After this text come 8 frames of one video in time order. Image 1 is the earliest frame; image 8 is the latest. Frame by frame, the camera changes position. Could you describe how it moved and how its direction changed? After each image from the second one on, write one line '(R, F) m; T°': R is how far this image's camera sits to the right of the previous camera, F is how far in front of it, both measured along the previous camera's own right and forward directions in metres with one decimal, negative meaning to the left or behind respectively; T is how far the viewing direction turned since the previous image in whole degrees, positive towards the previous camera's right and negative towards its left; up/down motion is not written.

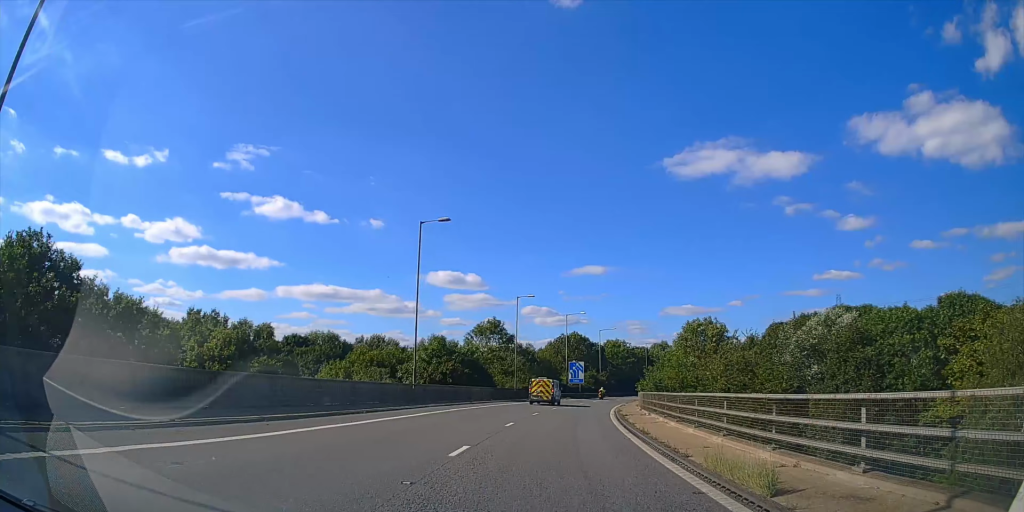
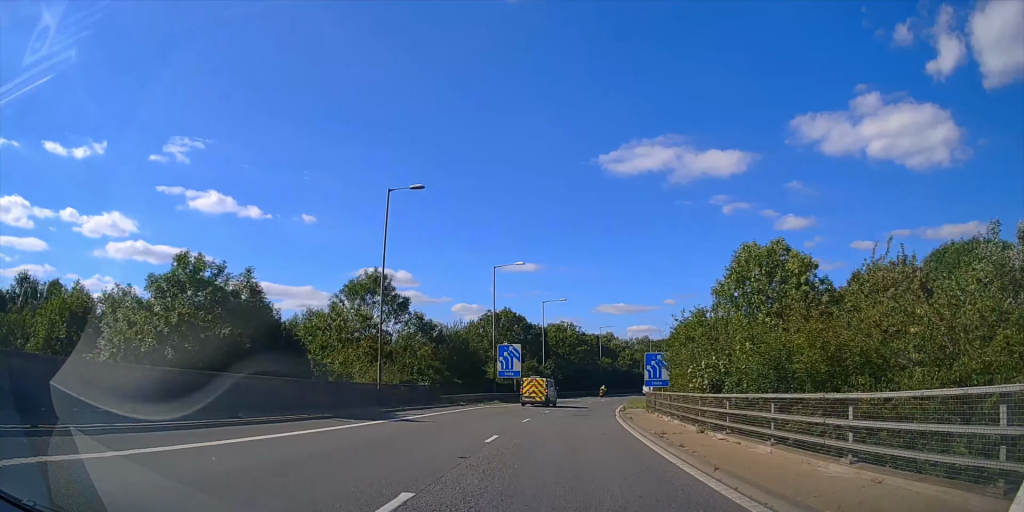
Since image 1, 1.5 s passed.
(+1.3, +28.8) m; +6°
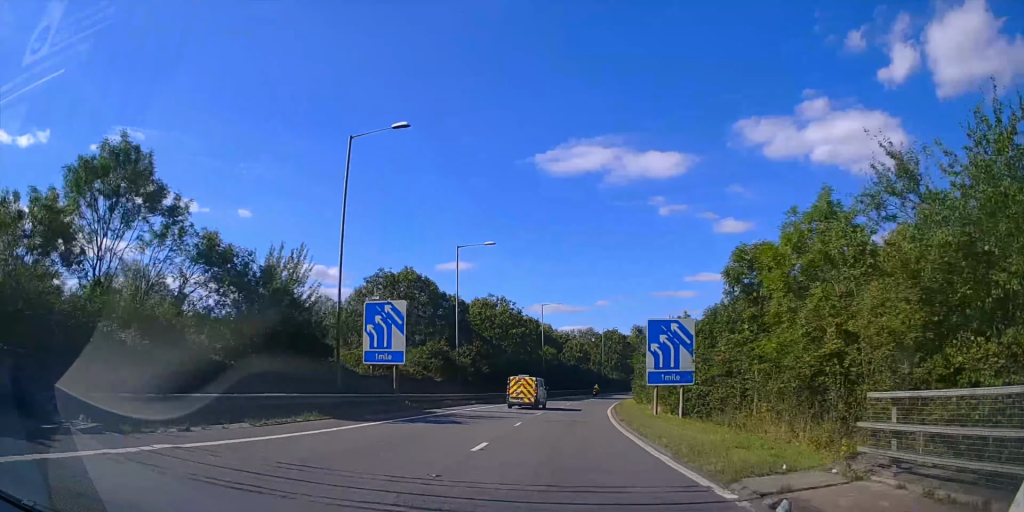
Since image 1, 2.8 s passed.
(+1.5, +26.3) m; +6°
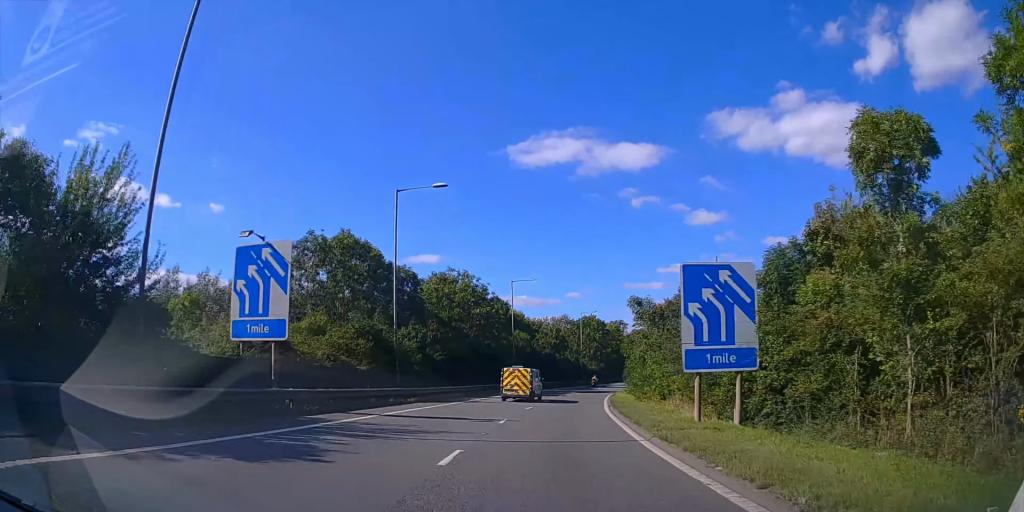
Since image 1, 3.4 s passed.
(+0.1, +11.6) m; +3°
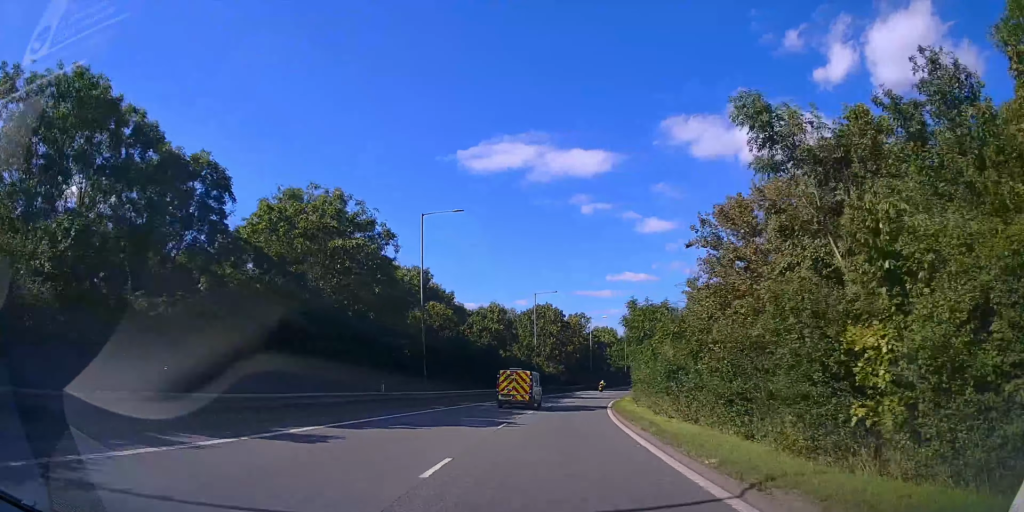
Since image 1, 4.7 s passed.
(+1.6, +27.3) m; +6°
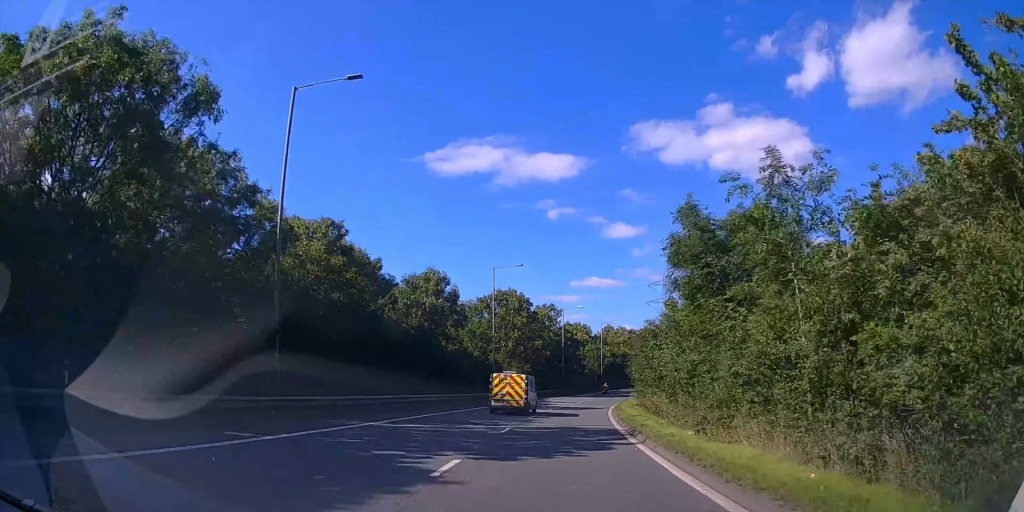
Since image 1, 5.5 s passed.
(+0.4, +17.1) m; +3°
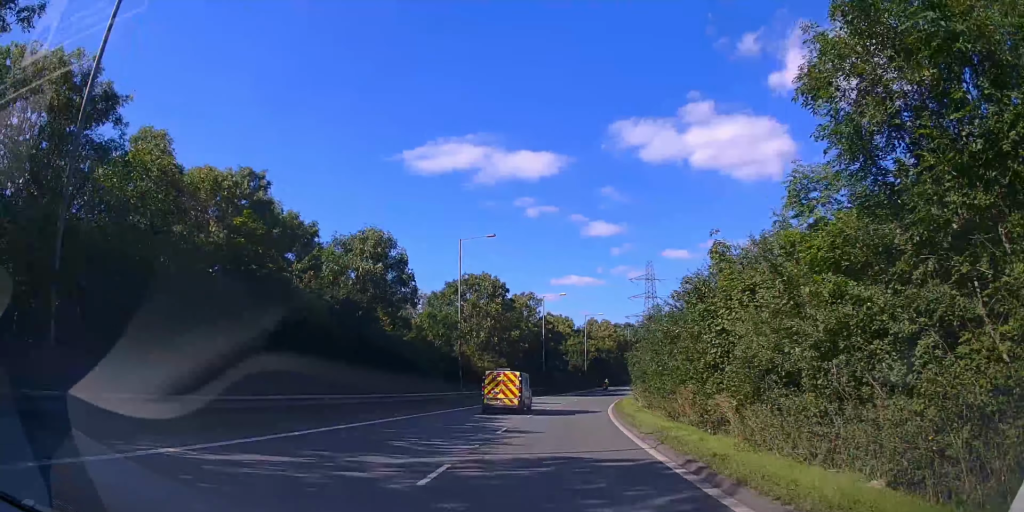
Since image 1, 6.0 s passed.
(+0.3, +9.6) m; +2°
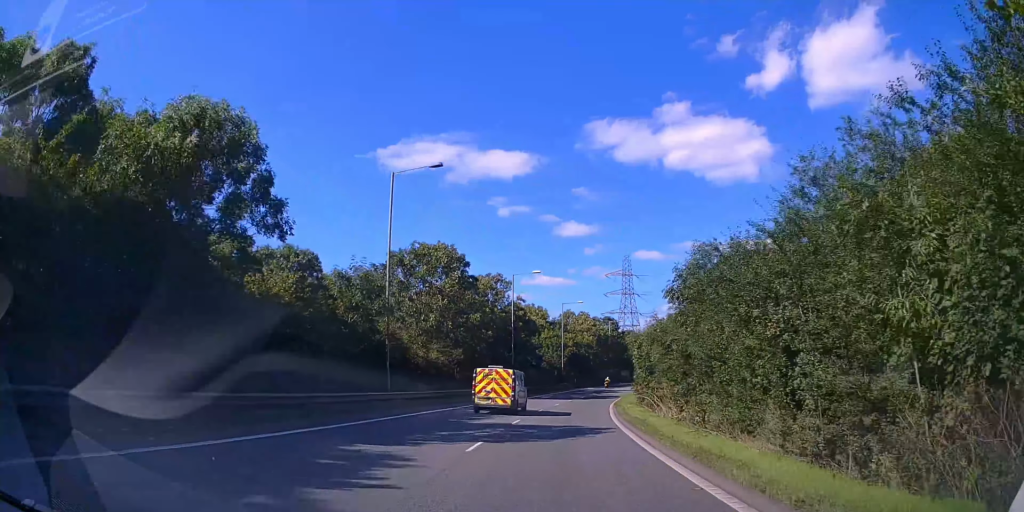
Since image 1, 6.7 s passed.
(+0.3, +13.8) m; +3°
